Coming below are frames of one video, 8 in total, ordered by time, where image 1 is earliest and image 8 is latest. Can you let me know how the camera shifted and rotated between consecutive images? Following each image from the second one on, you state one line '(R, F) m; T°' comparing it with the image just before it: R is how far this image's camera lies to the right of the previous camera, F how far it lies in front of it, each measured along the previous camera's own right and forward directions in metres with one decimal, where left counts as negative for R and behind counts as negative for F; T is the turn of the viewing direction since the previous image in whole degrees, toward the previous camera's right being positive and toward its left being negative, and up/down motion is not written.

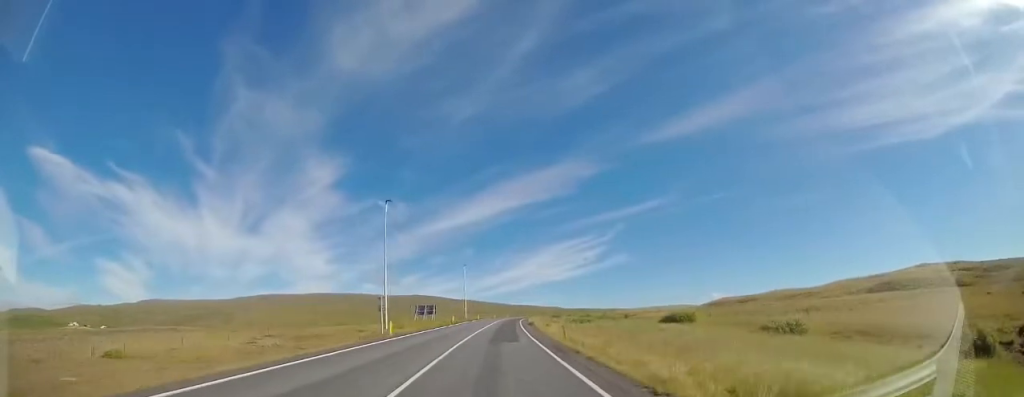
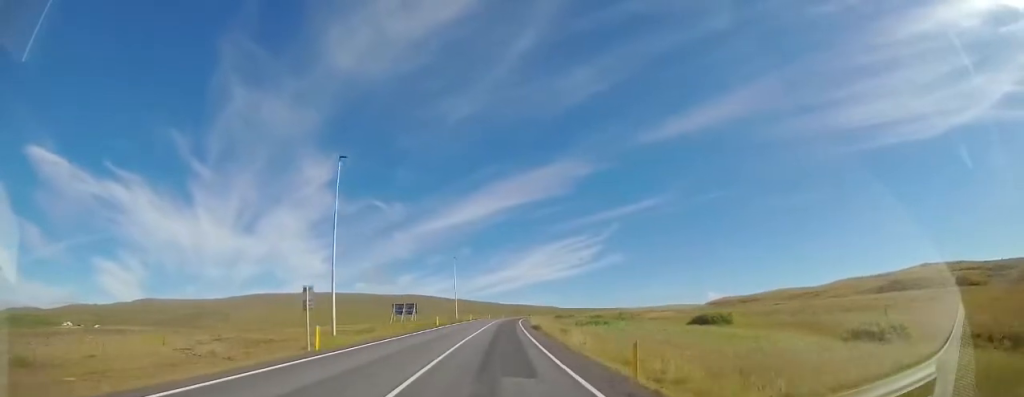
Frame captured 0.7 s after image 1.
(+0.1, +9.9) m; +1°
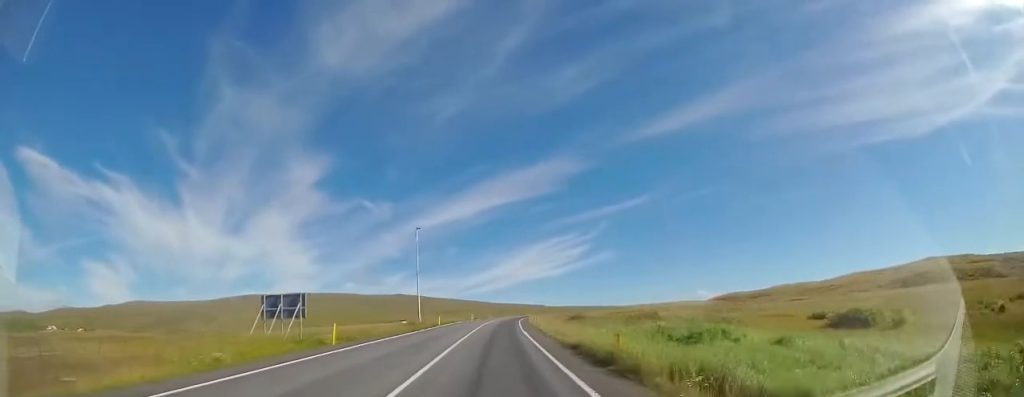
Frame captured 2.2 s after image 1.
(+0.4, +23.9) m; +1°
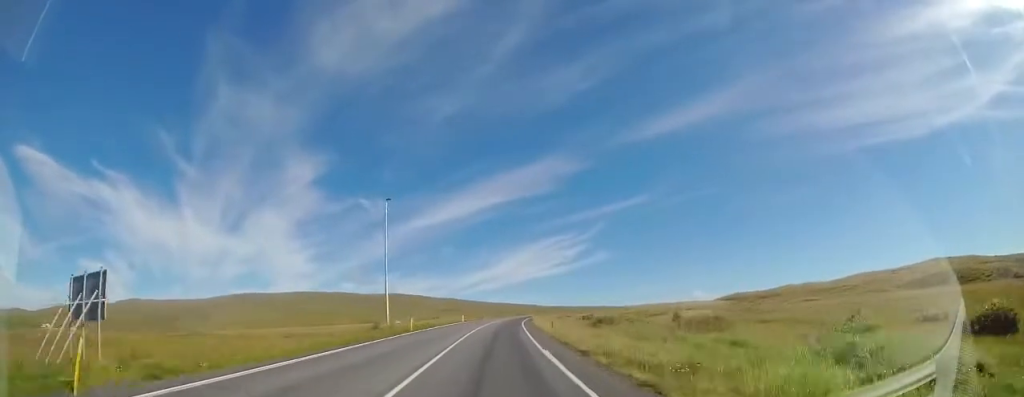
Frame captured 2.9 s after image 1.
(0.0, +11.9) m; +1°
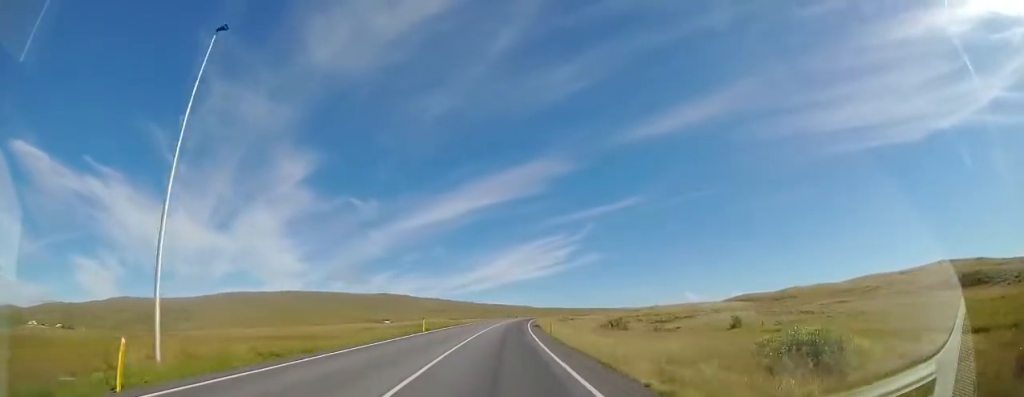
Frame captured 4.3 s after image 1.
(+0.3, +22.8) m; +1°
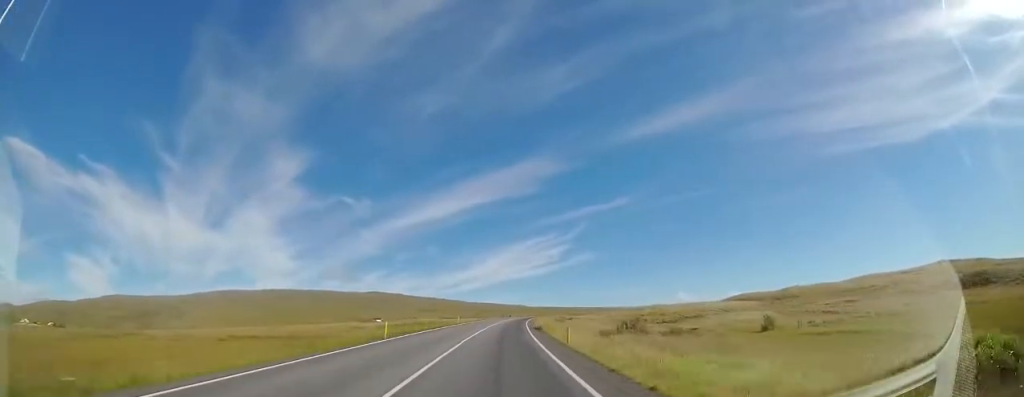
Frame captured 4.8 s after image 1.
(0.0, +8.6) m; +1°
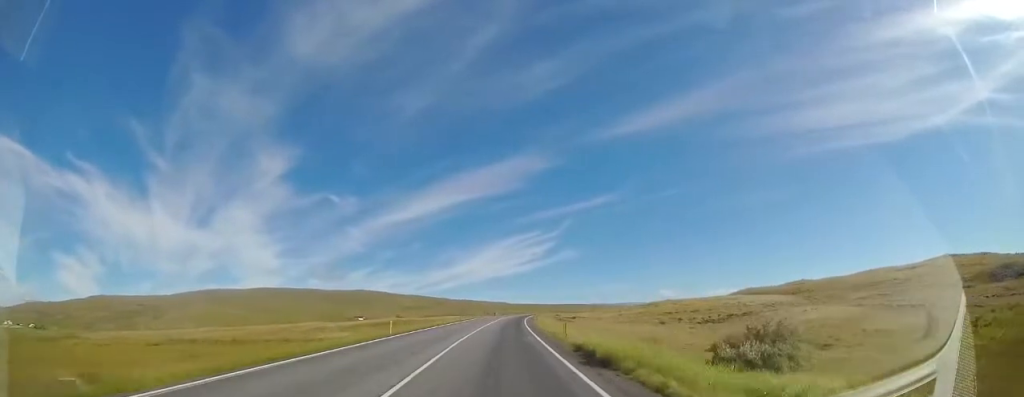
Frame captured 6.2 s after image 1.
(+0.8, +23.9) m; +4°
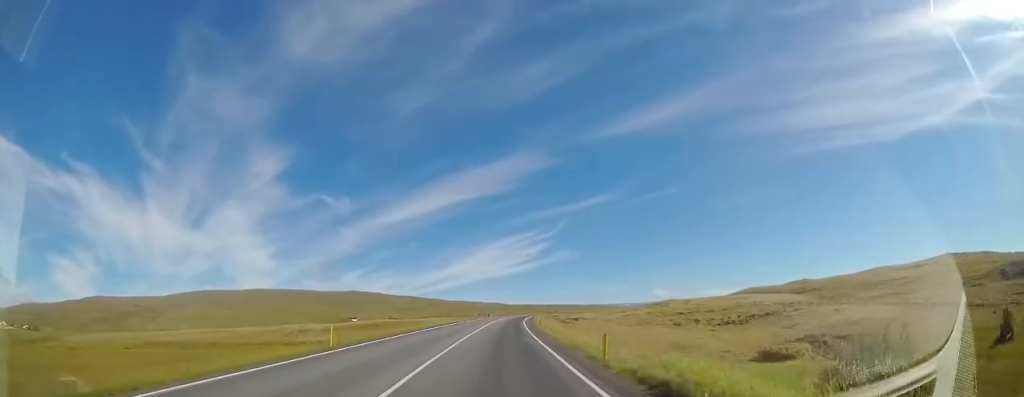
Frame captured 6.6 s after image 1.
(+0.1, +7.8) m; 0°
